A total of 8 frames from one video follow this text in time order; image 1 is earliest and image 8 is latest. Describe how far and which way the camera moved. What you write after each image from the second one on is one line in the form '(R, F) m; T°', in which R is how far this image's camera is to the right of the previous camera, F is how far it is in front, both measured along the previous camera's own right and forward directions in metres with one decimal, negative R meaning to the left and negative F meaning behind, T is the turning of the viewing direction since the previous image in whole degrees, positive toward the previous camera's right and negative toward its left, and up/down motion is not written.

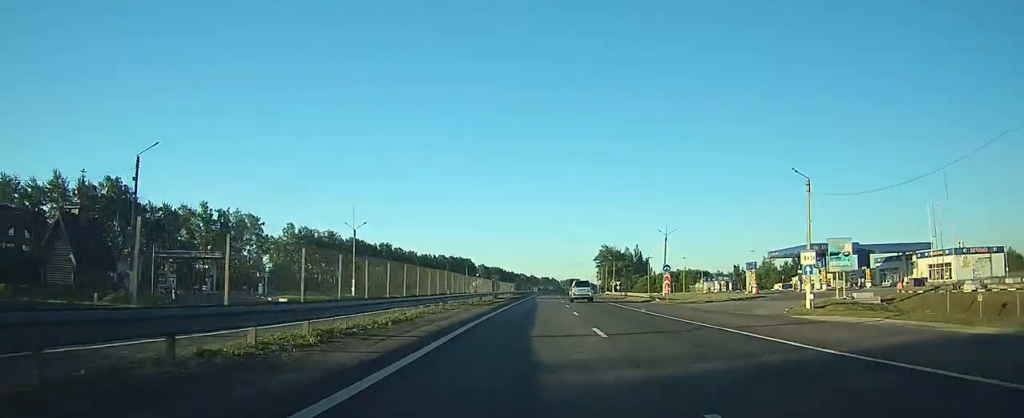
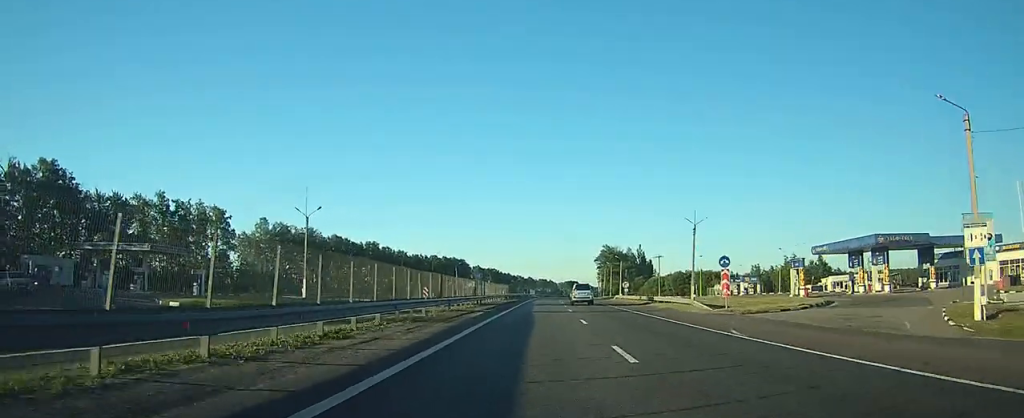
(0.0, +16.2) m; 0°
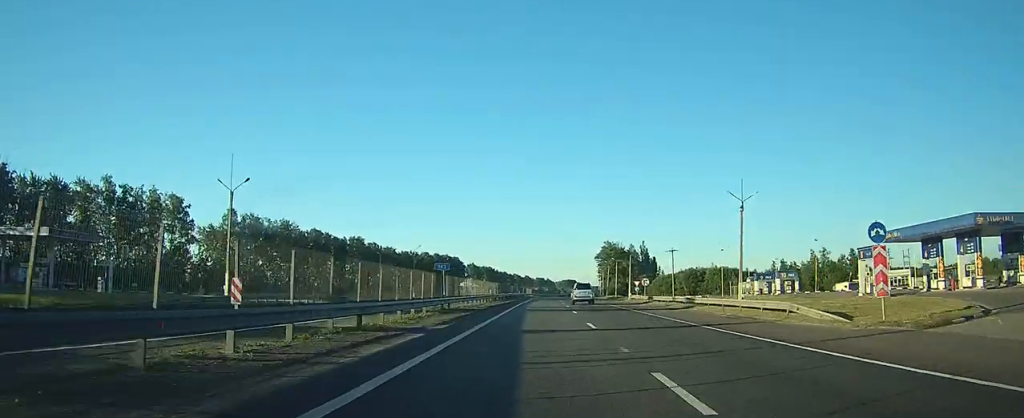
(0.0, +16.3) m; 0°
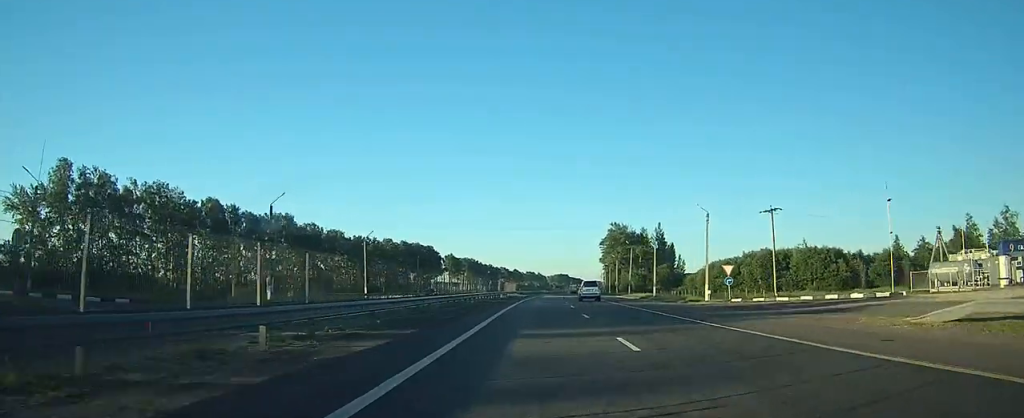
(+0.6, +55.4) m; +1°
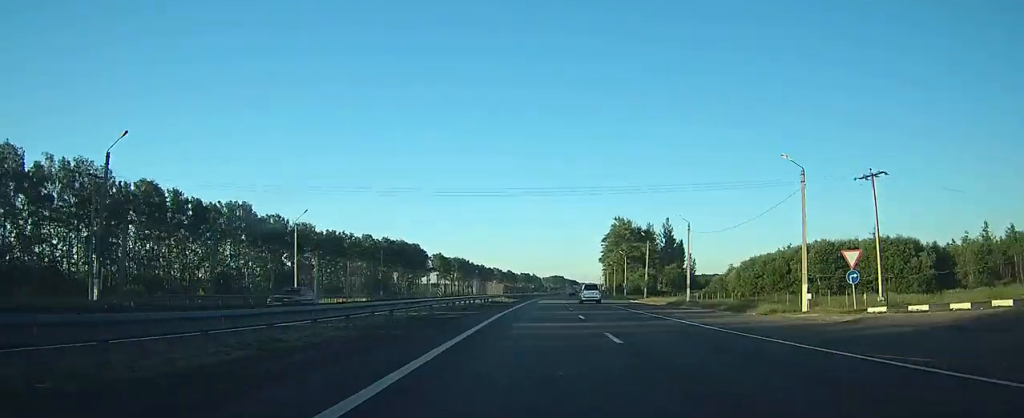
(+0.1, +21.9) m; +1°
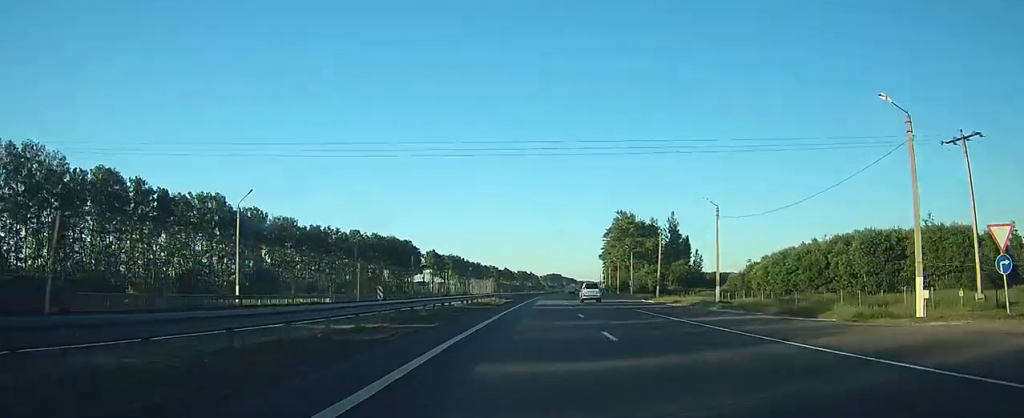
(0.0, +11.4) m; 0°
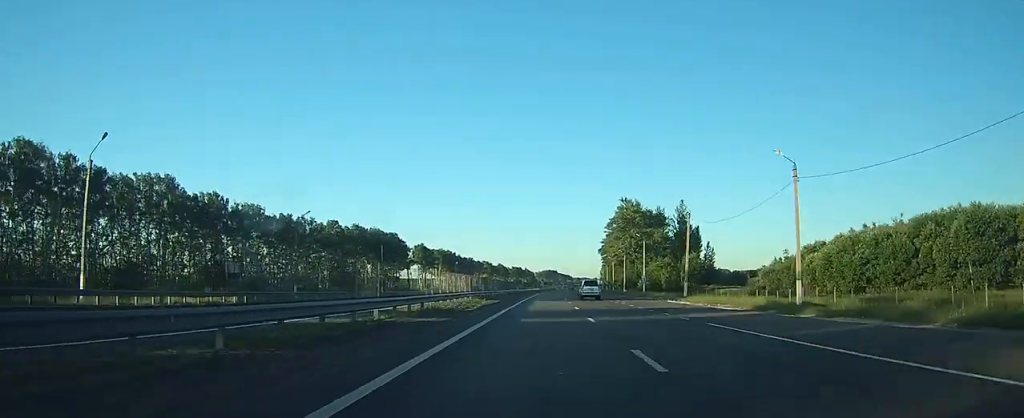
(+0.1, +17.6) m; +1°
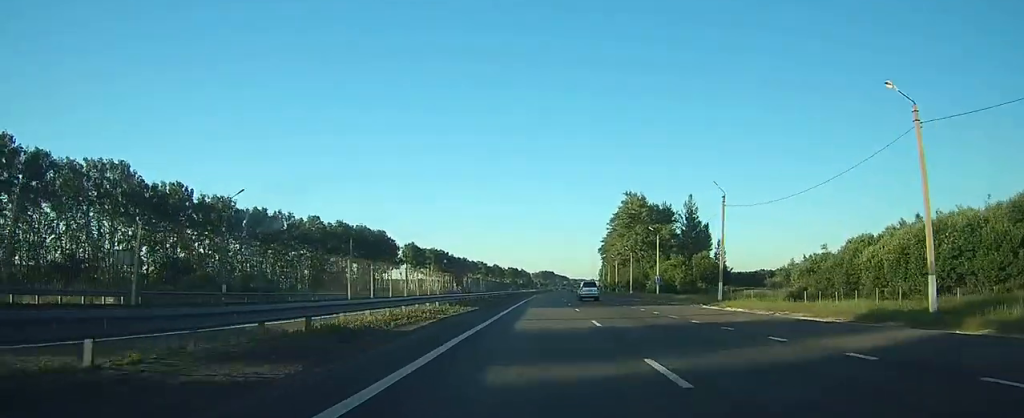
(+0.1, +13.3) m; 0°
